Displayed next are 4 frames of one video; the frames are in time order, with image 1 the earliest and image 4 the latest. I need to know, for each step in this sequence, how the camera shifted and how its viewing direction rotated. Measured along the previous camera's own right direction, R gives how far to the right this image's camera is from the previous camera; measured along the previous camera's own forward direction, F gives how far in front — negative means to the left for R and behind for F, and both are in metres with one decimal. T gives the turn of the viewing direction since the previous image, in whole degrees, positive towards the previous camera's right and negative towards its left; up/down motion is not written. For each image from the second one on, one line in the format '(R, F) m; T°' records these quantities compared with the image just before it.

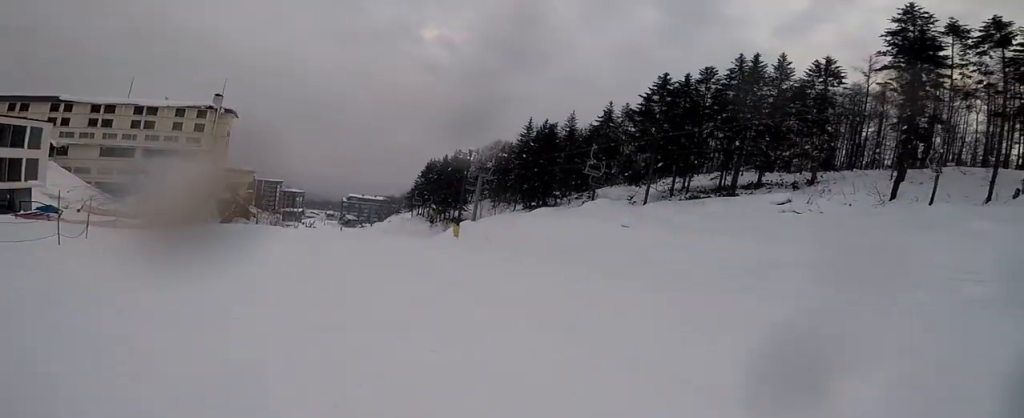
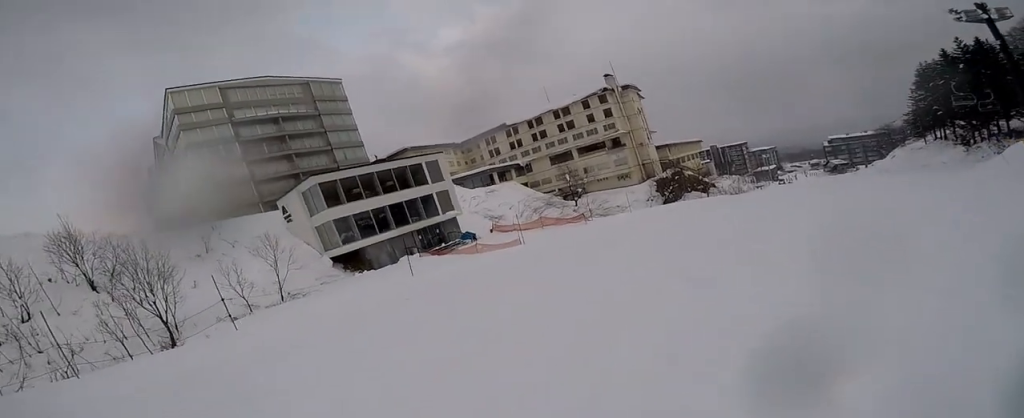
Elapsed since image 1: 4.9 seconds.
(-8.2, +14.9) m; -75°
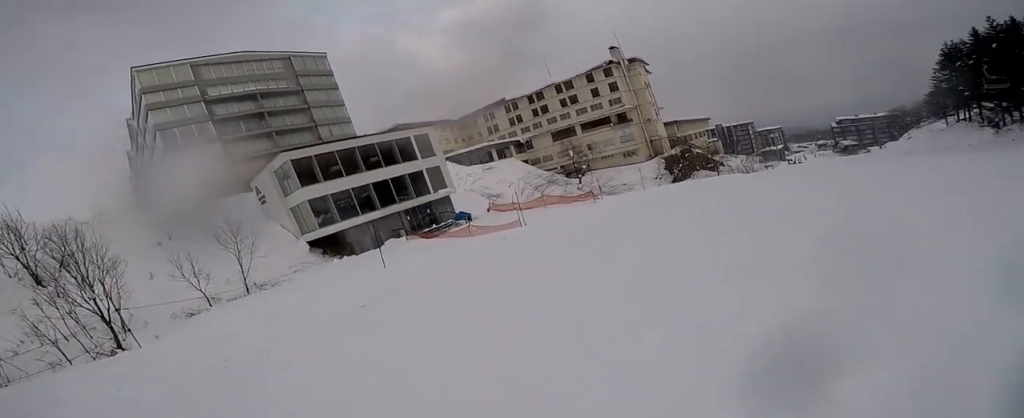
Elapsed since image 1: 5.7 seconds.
(-0.1, +3.4) m; -1°
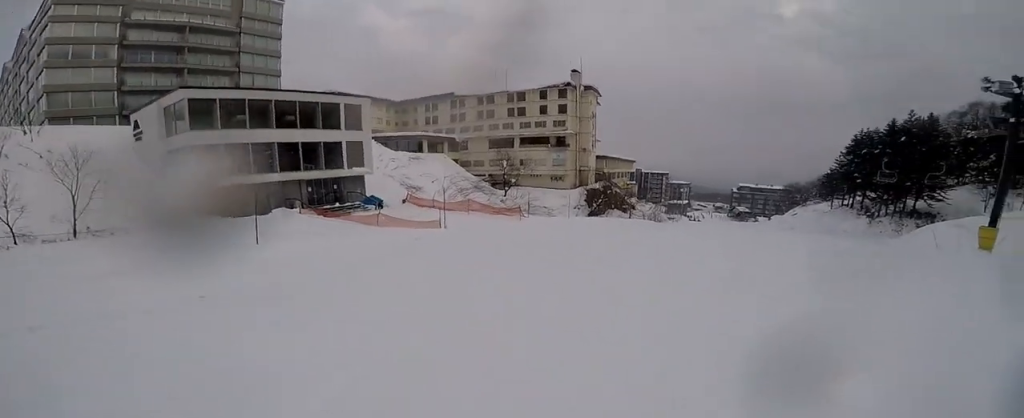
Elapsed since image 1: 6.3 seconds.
(0.0, +2.2) m; +2°
